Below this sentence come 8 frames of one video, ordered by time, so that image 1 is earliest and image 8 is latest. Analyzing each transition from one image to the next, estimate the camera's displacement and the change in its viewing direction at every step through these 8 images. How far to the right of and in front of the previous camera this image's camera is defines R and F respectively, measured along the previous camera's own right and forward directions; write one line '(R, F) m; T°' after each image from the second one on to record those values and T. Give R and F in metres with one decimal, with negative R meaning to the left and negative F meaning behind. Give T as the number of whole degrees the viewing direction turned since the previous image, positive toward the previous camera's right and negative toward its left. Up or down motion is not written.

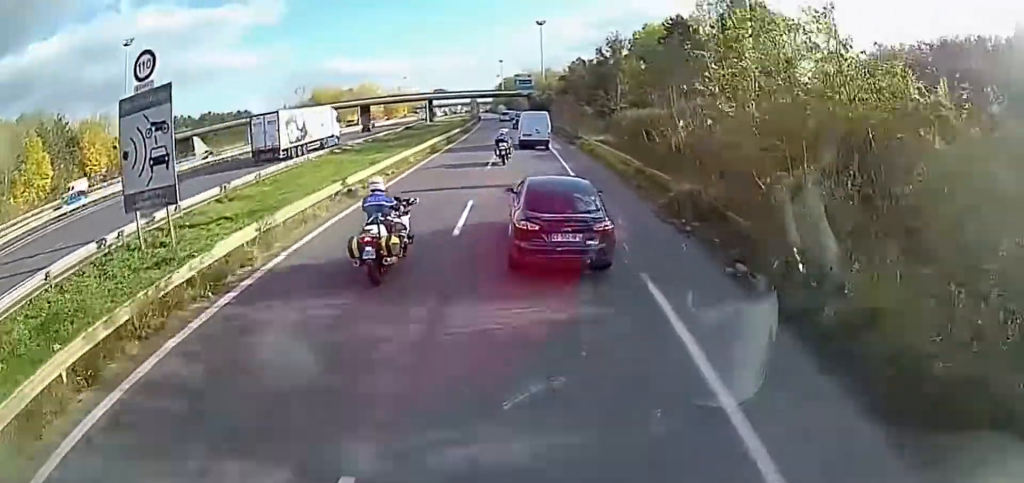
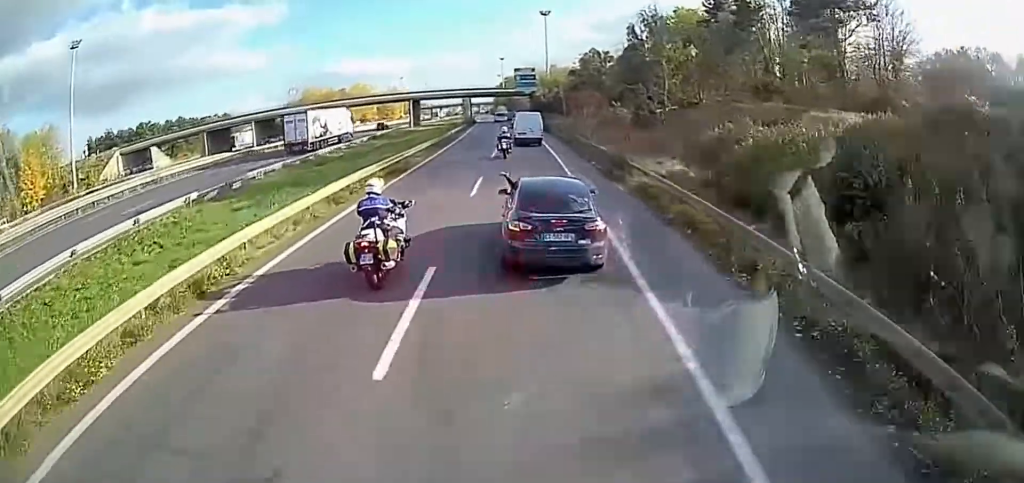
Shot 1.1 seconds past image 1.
(-0.2, +18.1) m; -1°
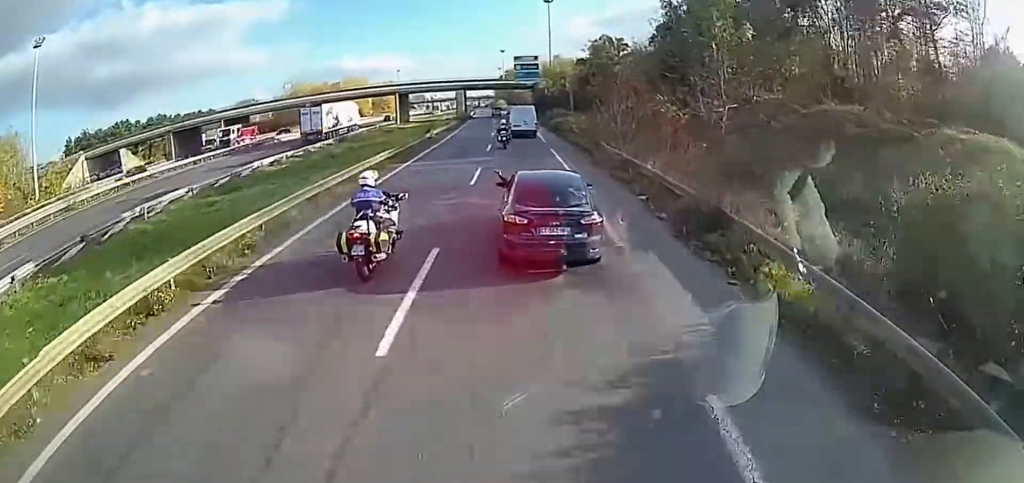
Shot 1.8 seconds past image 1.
(0.0, +11.0) m; 0°
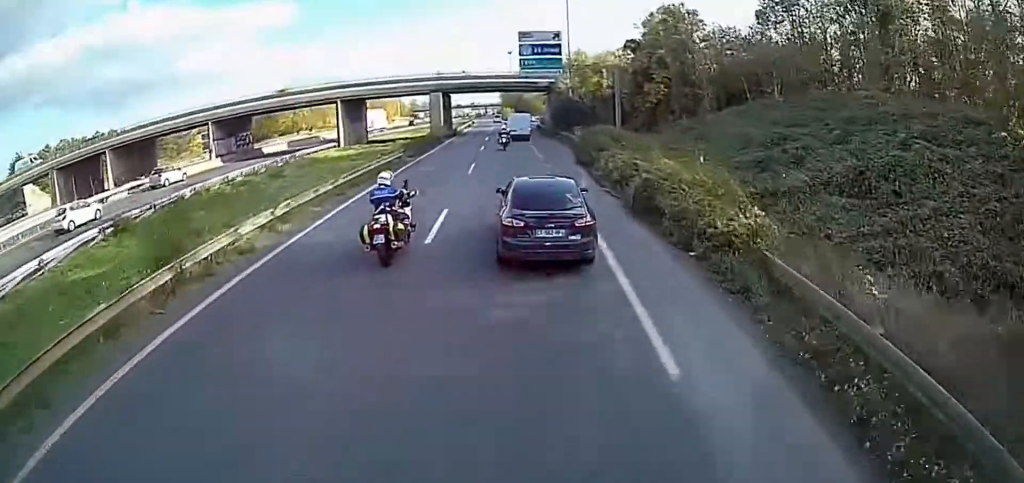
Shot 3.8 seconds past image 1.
(-0.2, +29.6) m; -1°
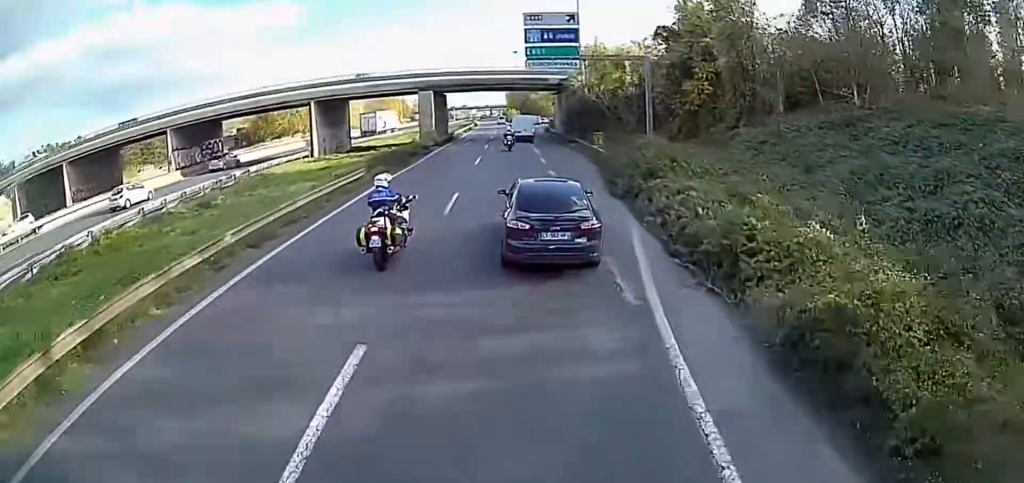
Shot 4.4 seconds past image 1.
(0.0, +8.1) m; -1°
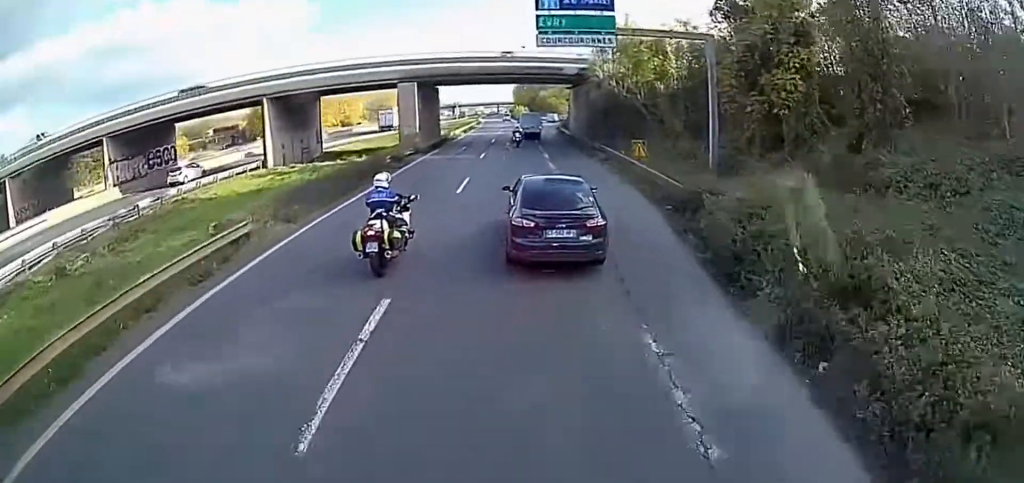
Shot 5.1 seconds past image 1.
(-0.2, +10.0) m; -1°
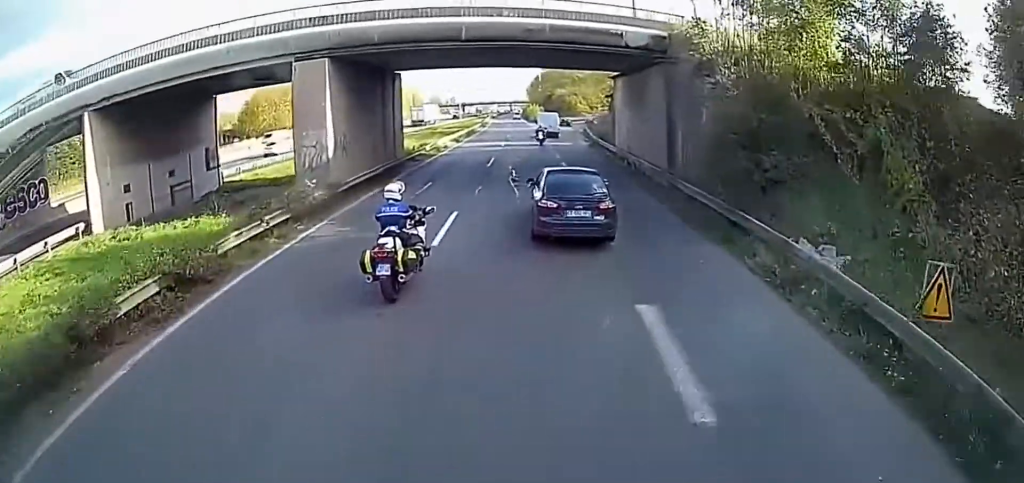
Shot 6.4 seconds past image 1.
(-0.1, +18.3) m; -1°
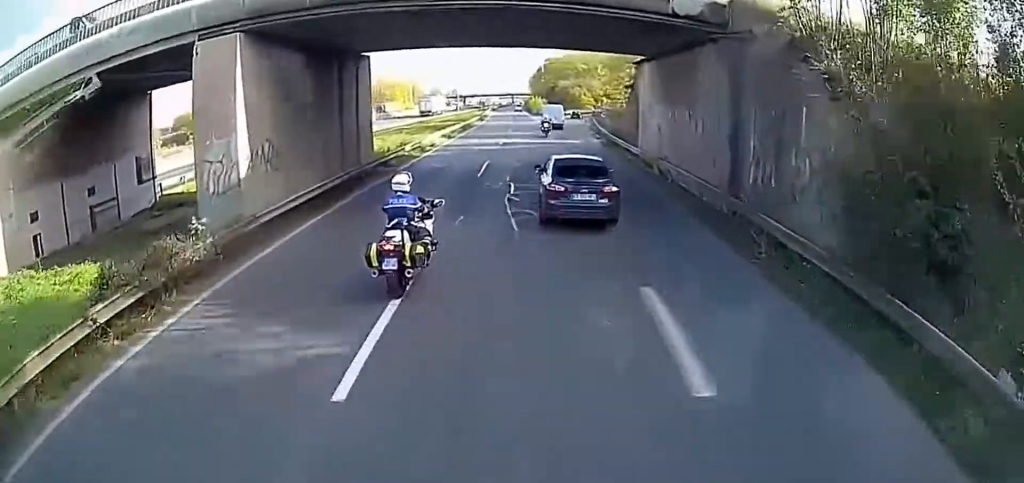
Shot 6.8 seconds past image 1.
(0.0, +6.0) m; 0°
